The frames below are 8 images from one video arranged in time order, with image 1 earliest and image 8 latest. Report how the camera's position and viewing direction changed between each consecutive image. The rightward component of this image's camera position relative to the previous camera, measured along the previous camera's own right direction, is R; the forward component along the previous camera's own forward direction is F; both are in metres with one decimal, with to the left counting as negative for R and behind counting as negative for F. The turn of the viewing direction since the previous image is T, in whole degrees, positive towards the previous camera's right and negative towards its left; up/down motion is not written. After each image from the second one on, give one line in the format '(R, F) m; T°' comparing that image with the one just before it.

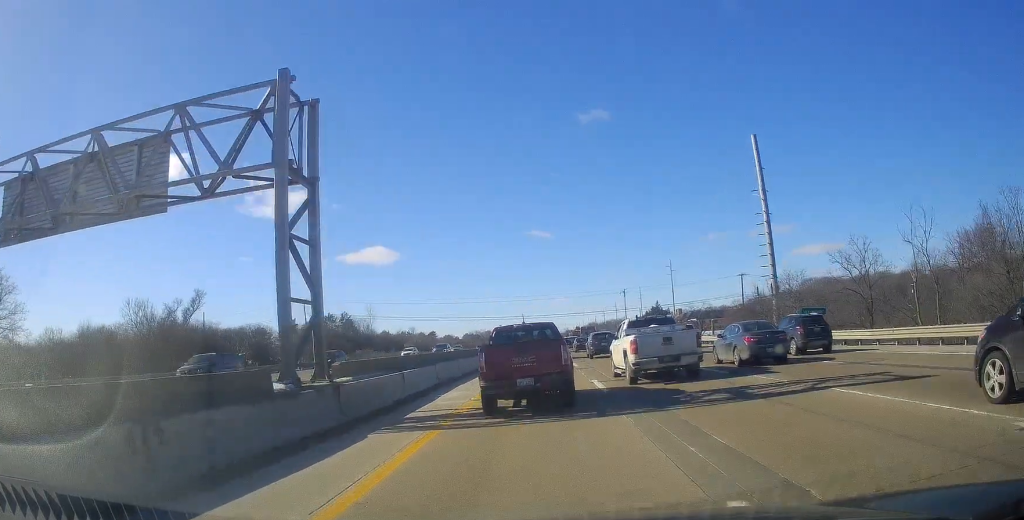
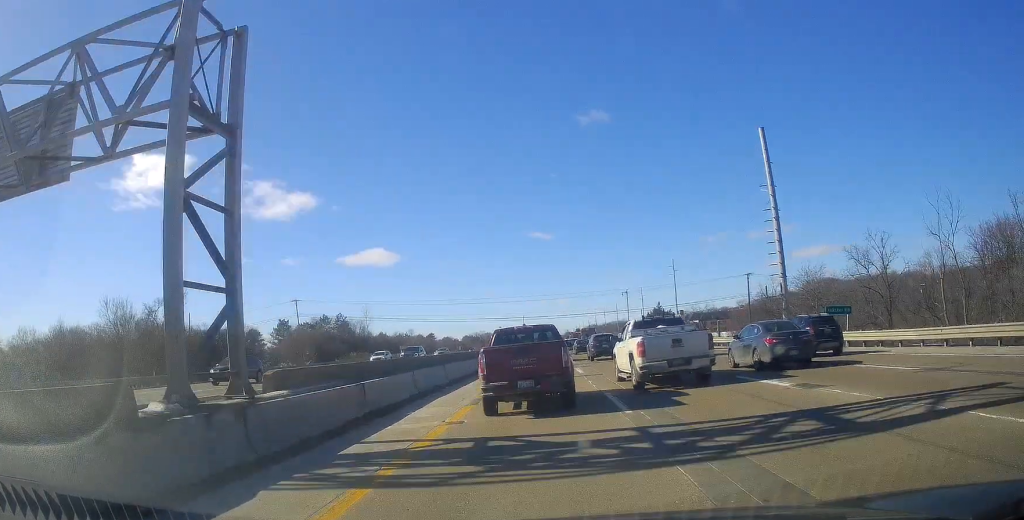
(0.0, +4.5) m; +1°
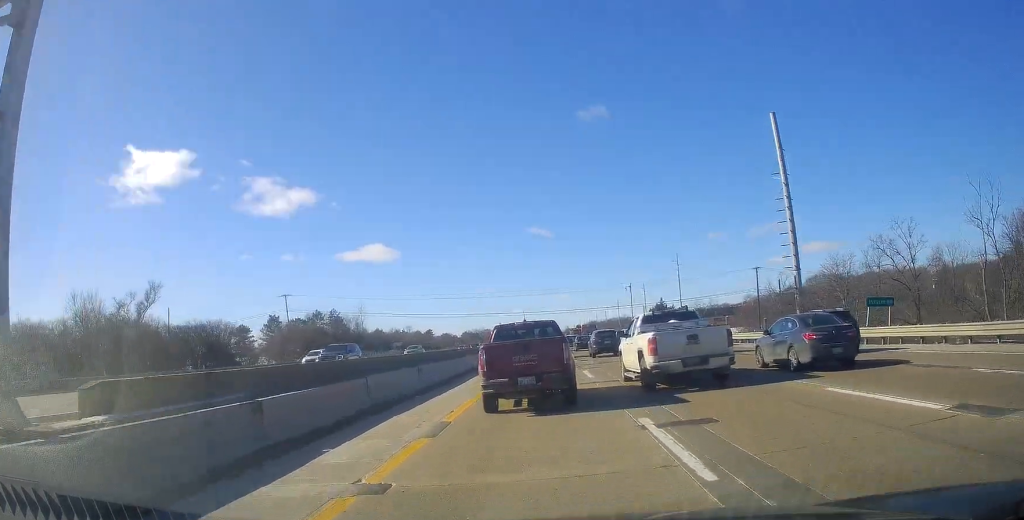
(+0.1, +5.9) m; +1°
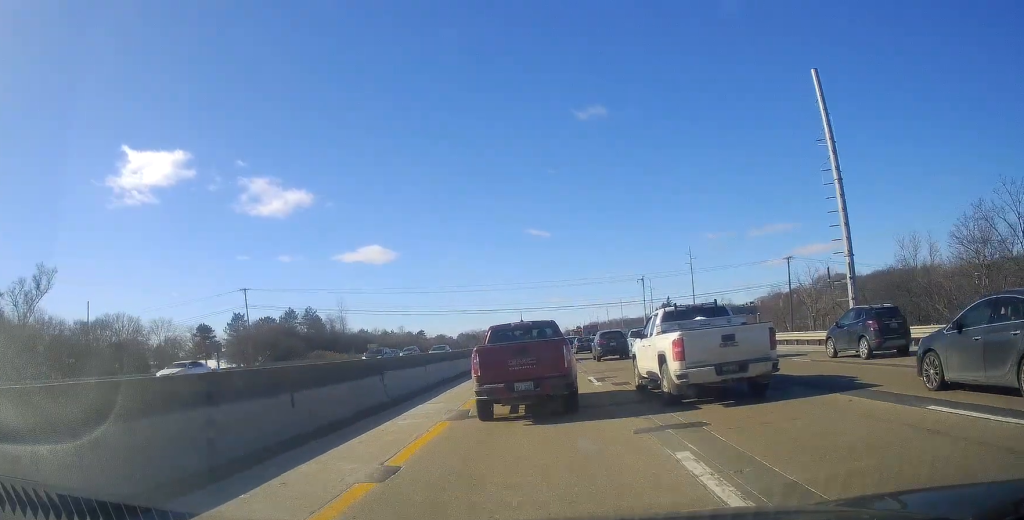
(+0.2, +18.7) m; +1°
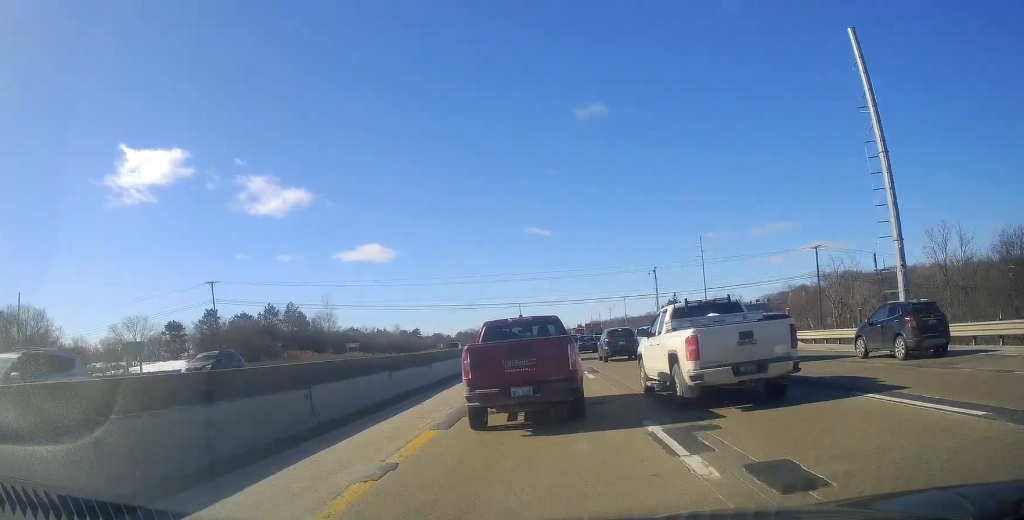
(0.0, +12.4) m; 0°
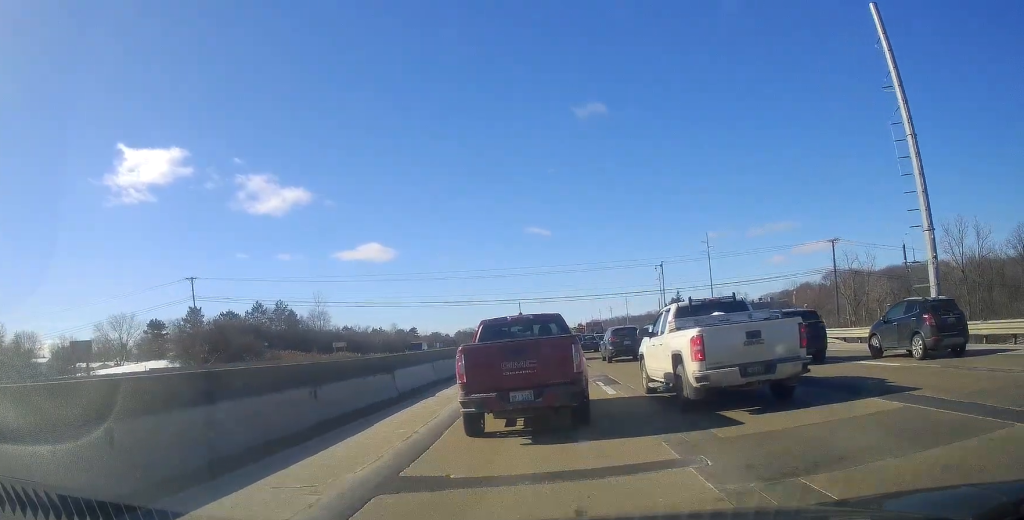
(0.0, +6.2) m; 0°
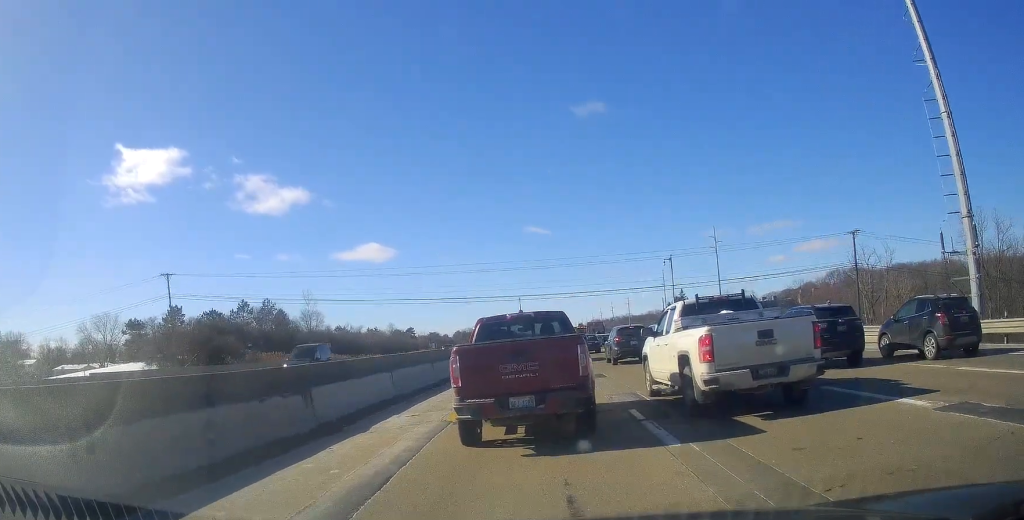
(0.0, +6.9) m; 0°
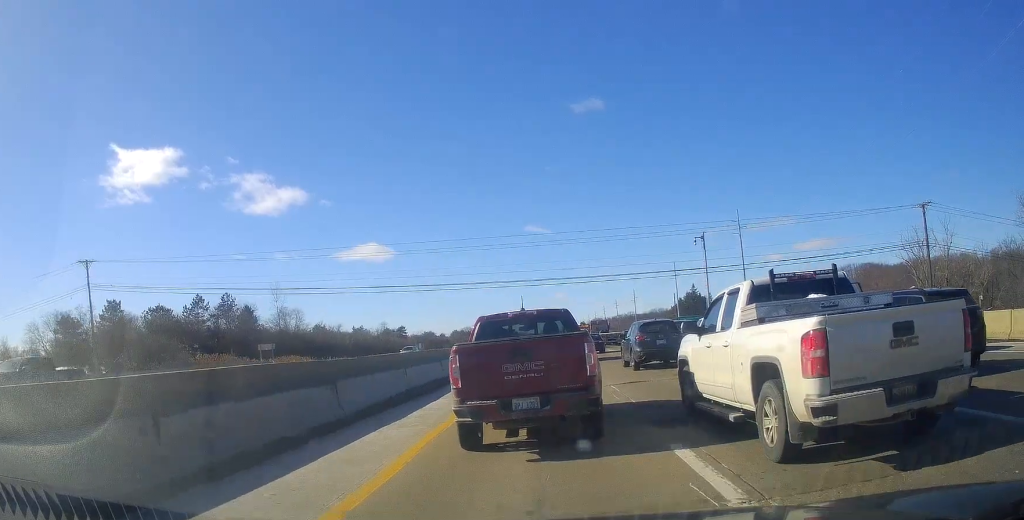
(-1.0, +18.1) m; -2°
